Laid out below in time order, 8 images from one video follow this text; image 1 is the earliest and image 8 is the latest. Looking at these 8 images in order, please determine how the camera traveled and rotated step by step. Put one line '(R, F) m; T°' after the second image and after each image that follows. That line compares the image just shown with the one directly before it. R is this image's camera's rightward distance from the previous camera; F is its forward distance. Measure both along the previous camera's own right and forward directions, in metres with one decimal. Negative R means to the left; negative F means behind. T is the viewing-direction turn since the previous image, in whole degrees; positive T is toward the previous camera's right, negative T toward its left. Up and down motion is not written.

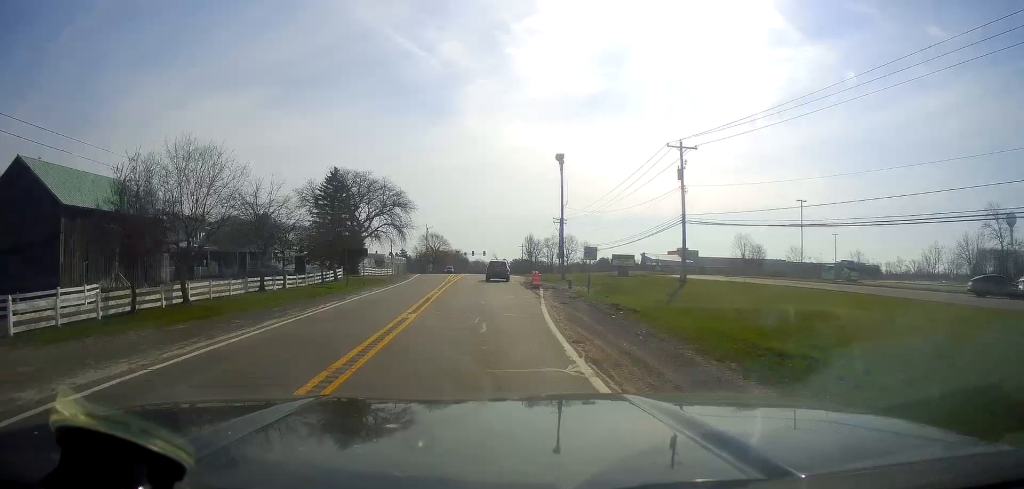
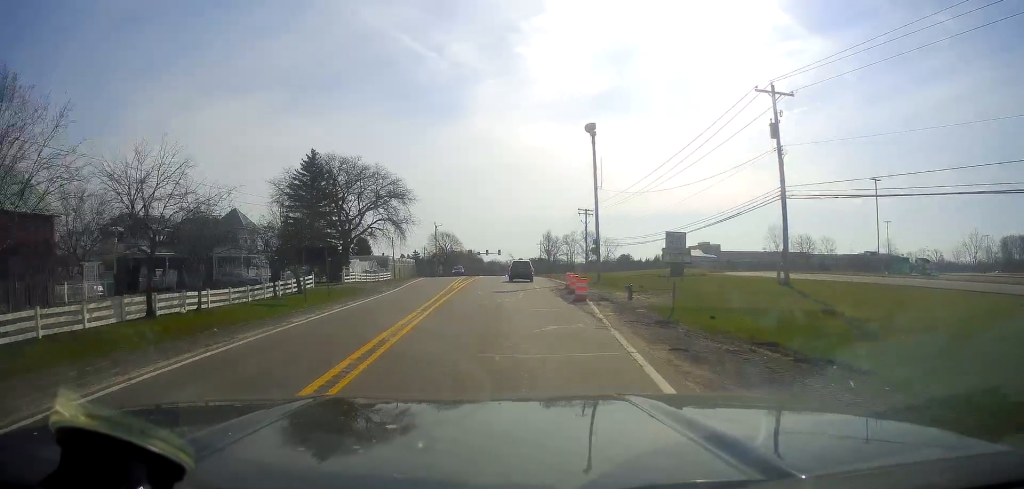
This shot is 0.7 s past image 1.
(-0.2, +14.6) m; -2°
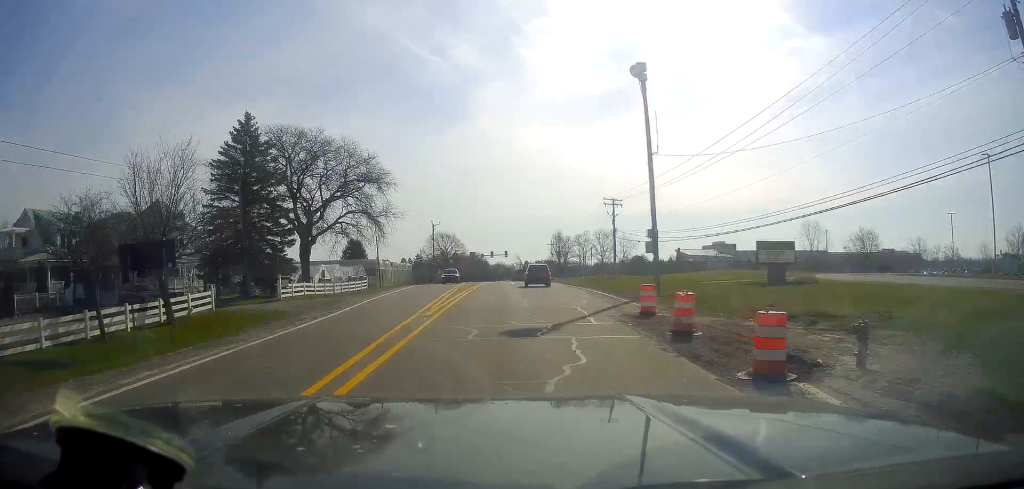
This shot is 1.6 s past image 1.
(-0.5, +17.8) m; -2°
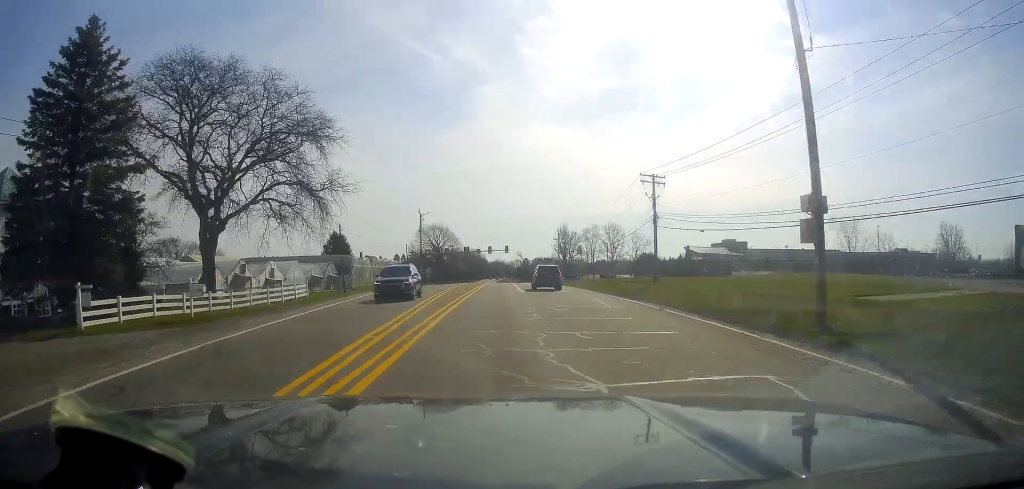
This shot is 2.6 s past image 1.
(-0.1, +19.0) m; 0°
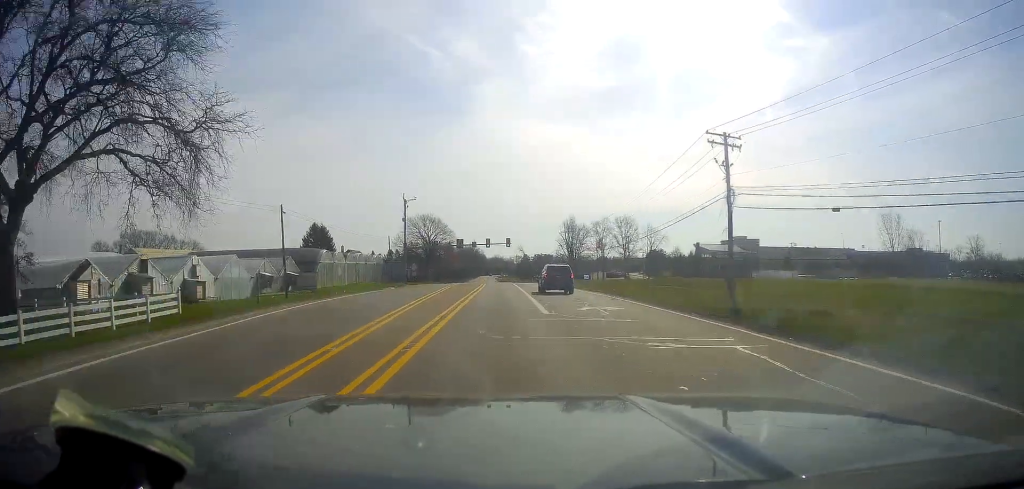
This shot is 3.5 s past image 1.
(0.0, +17.7) m; 0°
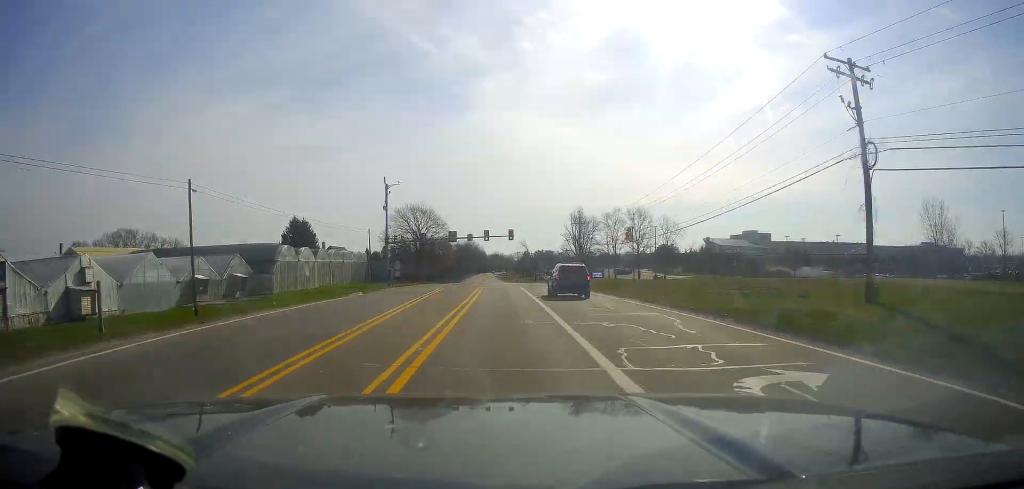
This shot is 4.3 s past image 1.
(0.0, +15.0) m; 0°
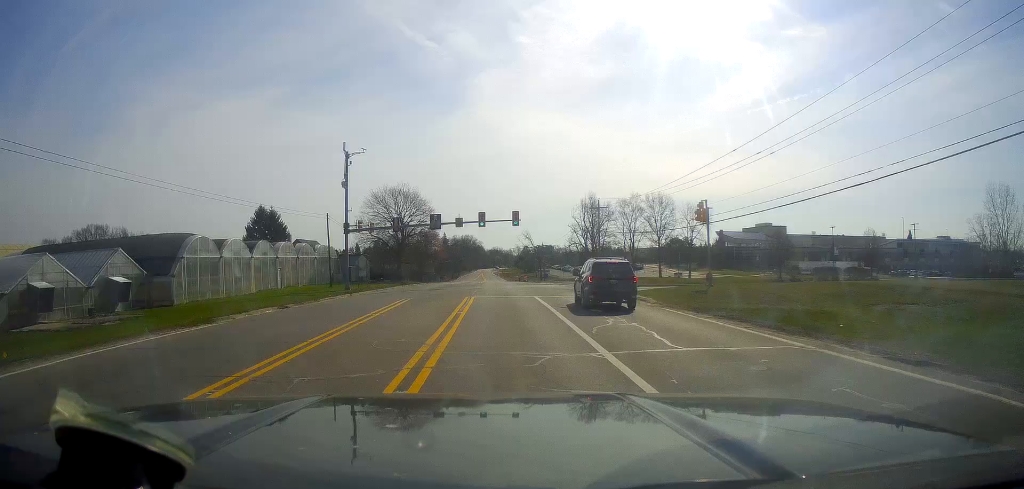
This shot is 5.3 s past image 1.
(0.0, +19.4) m; +1°
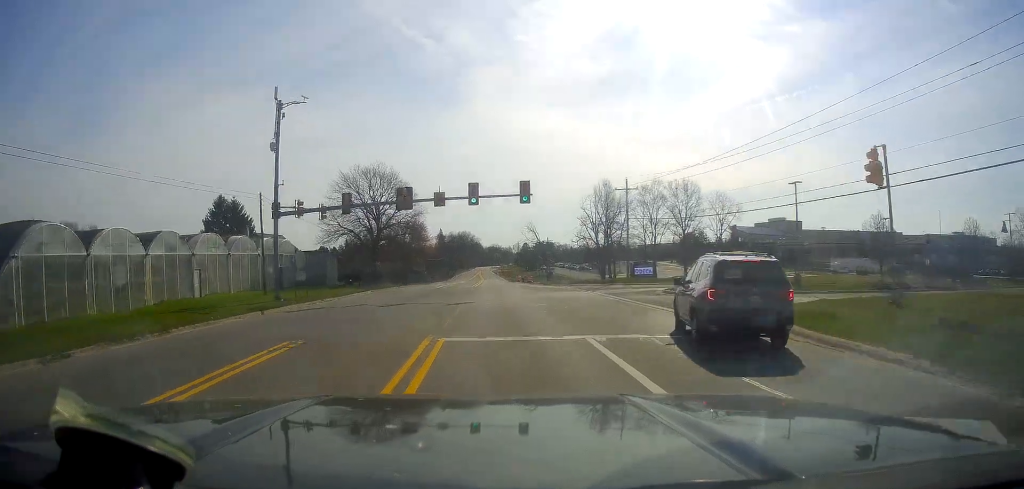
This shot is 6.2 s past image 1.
(+0.2, +17.3) m; +1°
